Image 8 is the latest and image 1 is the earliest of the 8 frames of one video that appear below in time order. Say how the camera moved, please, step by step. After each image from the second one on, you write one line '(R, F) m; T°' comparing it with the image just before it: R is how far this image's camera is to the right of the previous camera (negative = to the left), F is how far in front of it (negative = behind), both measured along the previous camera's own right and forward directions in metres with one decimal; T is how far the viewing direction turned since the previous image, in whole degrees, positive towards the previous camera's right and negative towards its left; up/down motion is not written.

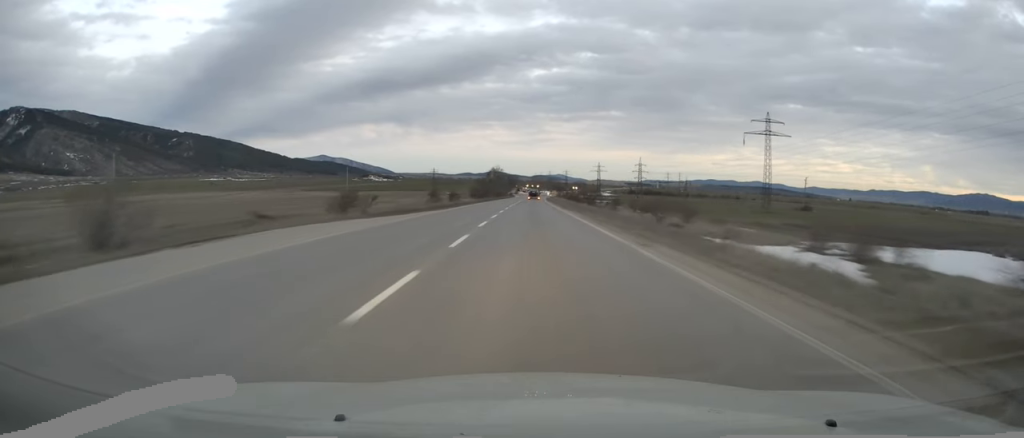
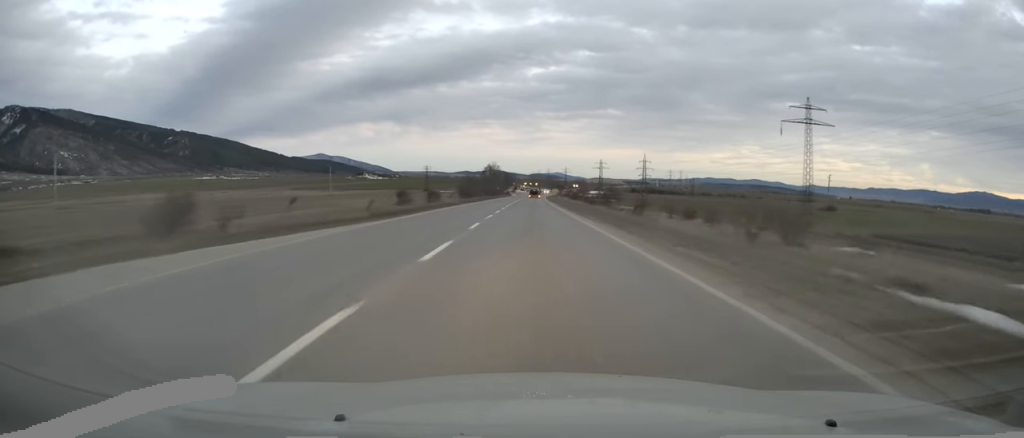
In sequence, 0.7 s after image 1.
(-0.1, +17.4) m; 0°
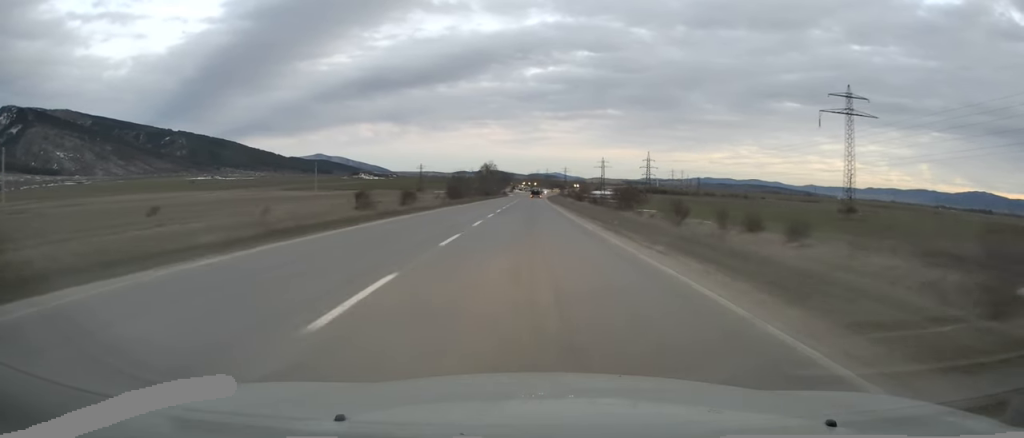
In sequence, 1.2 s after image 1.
(-0.2, +13.3) m; 0°
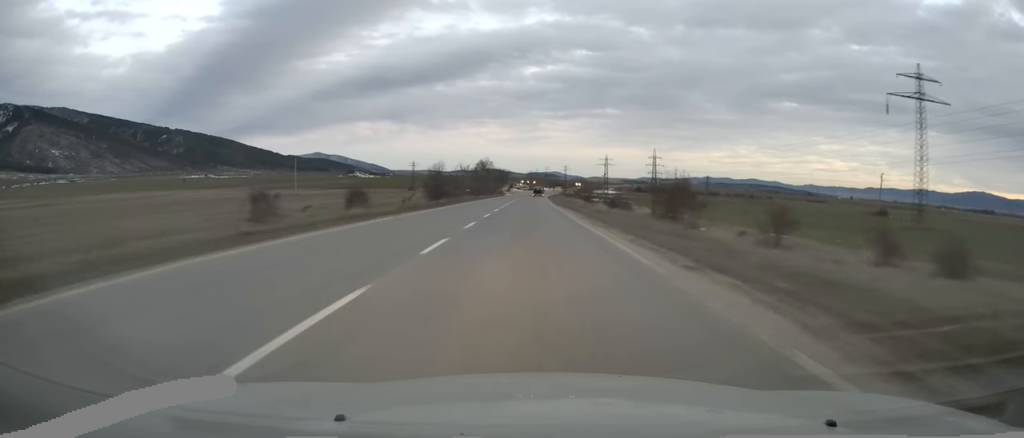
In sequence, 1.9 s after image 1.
(+0.2, +16.6) m; 0°
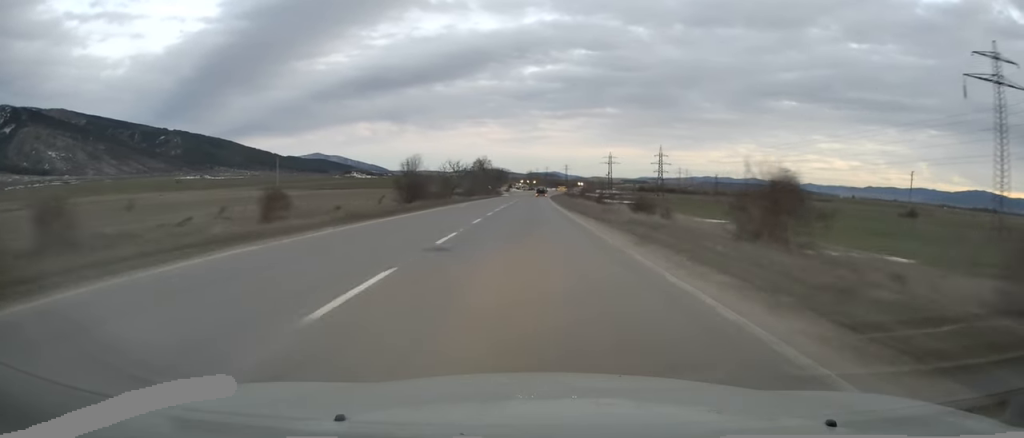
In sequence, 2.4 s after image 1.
(+0.1, +13.3) m; 0°
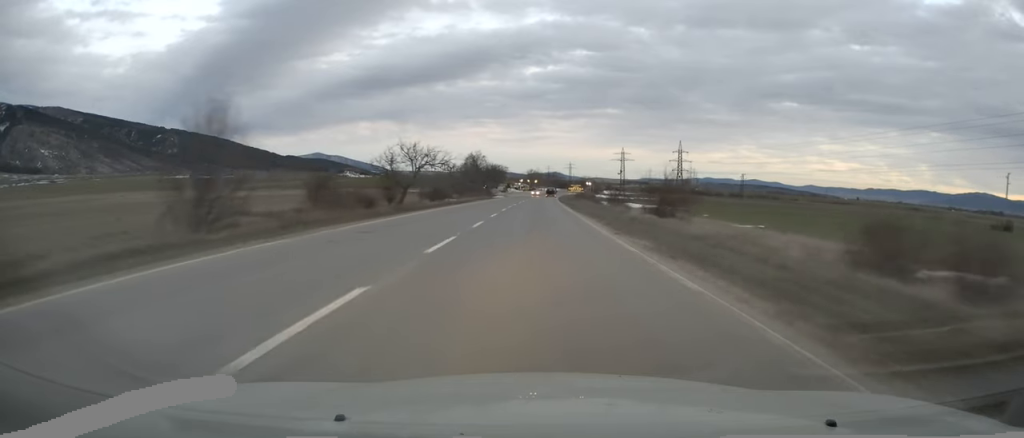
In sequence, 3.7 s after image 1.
(-0.2, +32.4) m; 0°
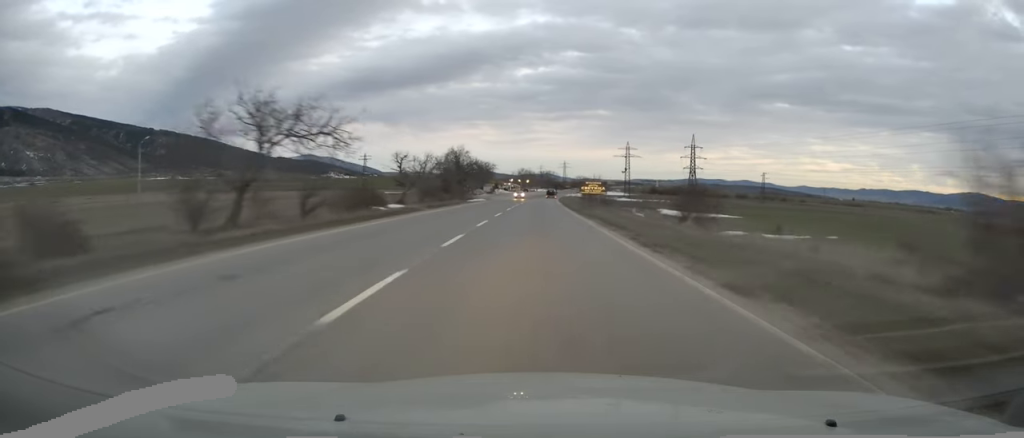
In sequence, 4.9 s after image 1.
(+0.1, +29.1) m; +1°
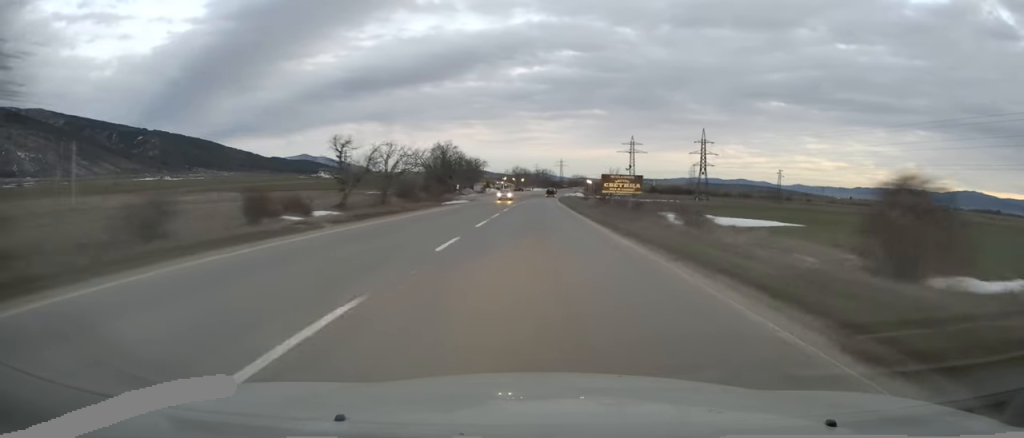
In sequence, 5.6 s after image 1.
(+0.1, +17.5) m; +1°
